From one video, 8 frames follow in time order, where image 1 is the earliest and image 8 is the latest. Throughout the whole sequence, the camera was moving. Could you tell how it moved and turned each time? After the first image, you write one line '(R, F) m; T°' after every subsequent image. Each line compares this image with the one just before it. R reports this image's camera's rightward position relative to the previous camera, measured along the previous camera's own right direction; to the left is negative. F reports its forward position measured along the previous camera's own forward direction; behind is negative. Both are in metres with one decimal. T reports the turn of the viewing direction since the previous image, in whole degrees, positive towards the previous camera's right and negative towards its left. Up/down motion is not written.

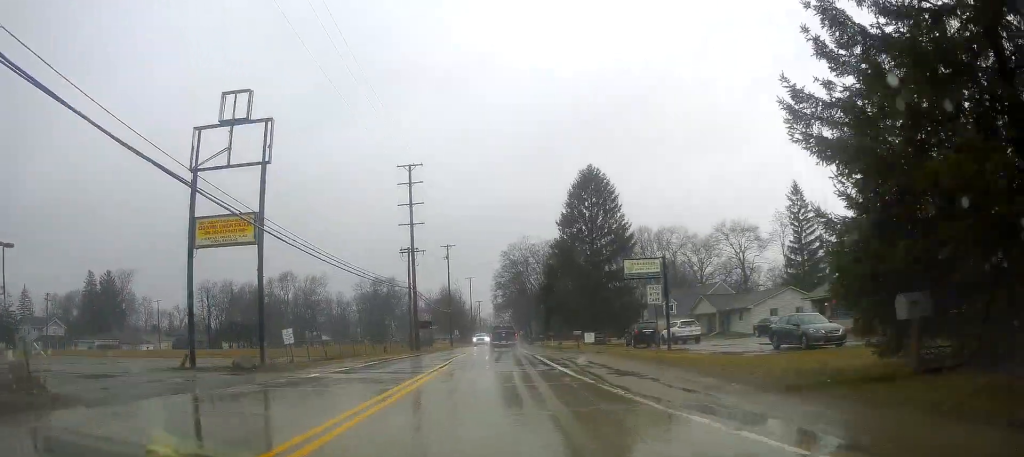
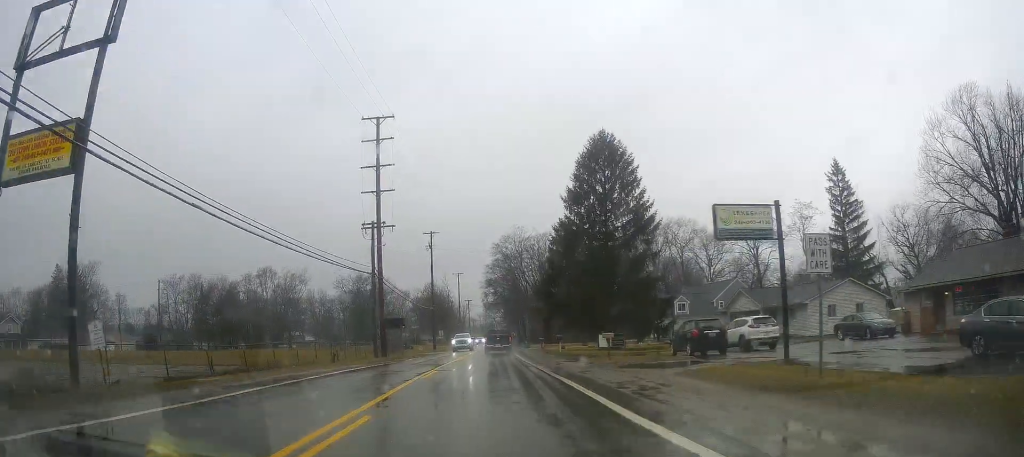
(+0.5, +13.0) m; +2°
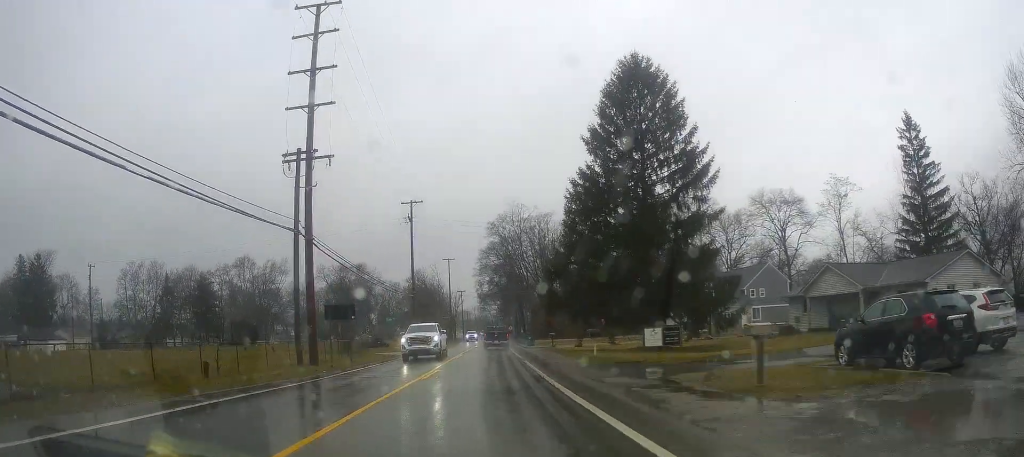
(+0.1, +15.7) m; +1°
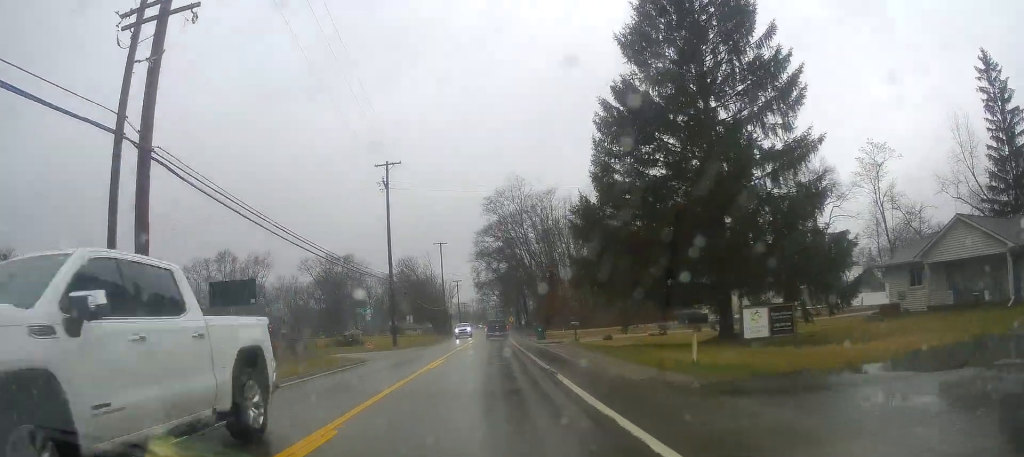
(+0.1, +13.3) m; +3°
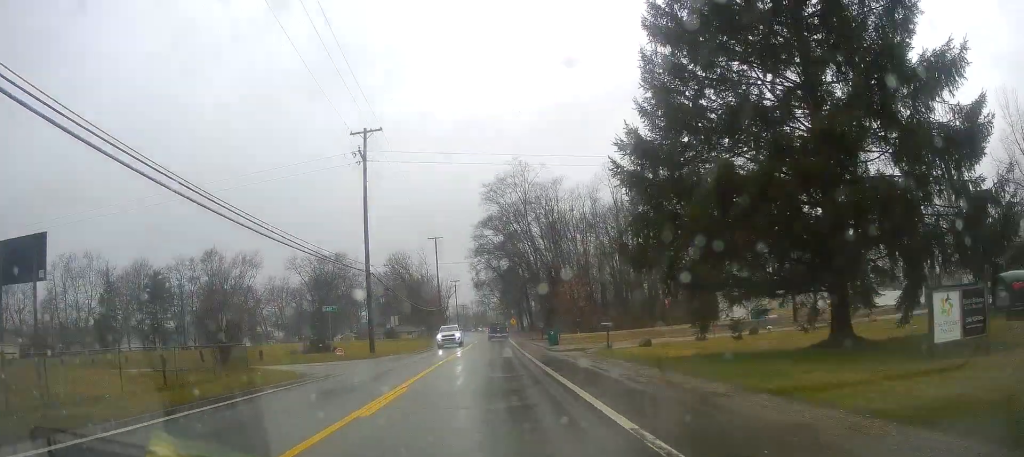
(+0.6, +9.9) m; +1°
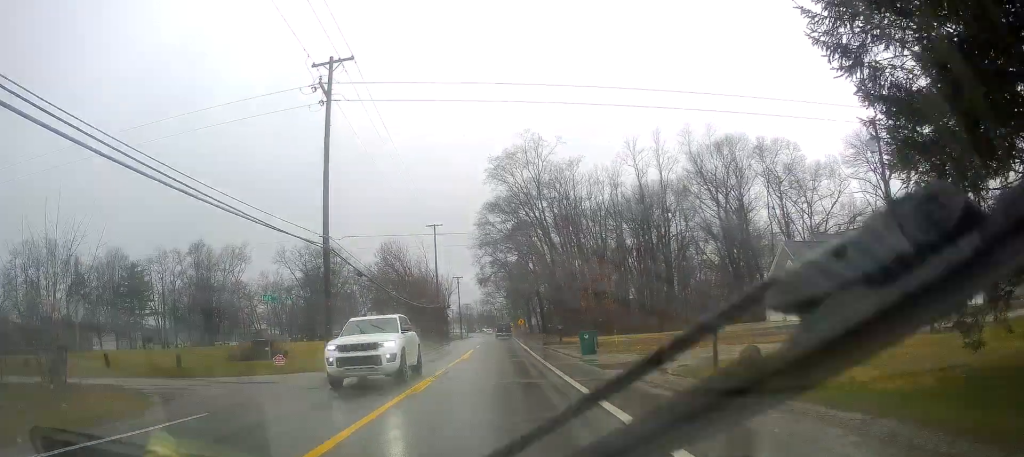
(-0.4, +12.3) m; -3°
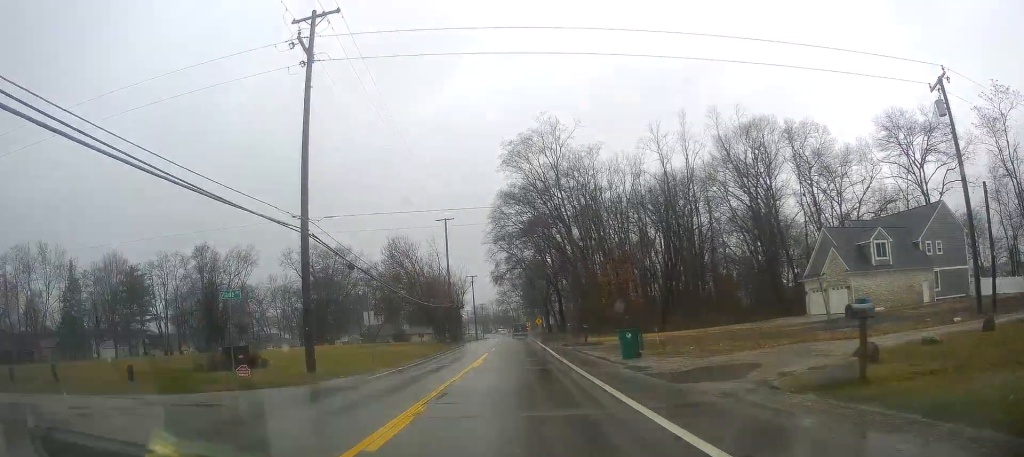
(0.0, +5.8) m; -4°
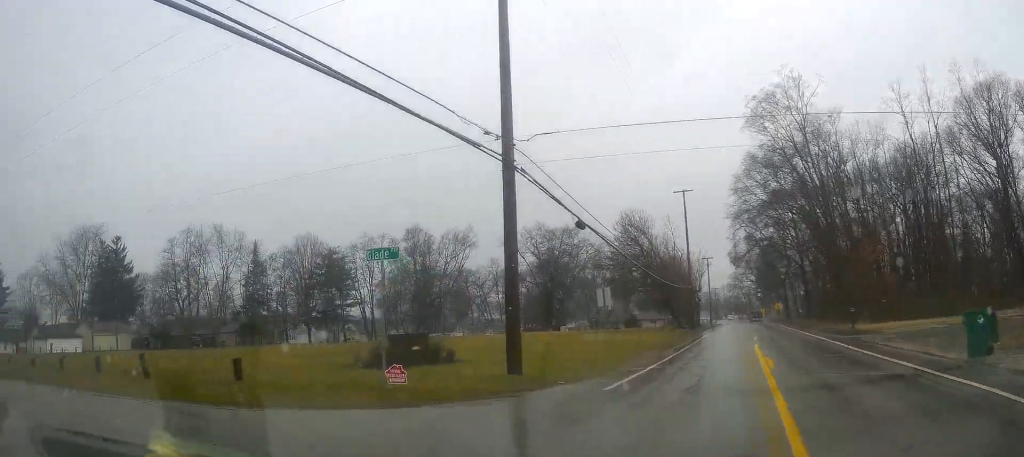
(-0.9, +7.9) m; -19°
